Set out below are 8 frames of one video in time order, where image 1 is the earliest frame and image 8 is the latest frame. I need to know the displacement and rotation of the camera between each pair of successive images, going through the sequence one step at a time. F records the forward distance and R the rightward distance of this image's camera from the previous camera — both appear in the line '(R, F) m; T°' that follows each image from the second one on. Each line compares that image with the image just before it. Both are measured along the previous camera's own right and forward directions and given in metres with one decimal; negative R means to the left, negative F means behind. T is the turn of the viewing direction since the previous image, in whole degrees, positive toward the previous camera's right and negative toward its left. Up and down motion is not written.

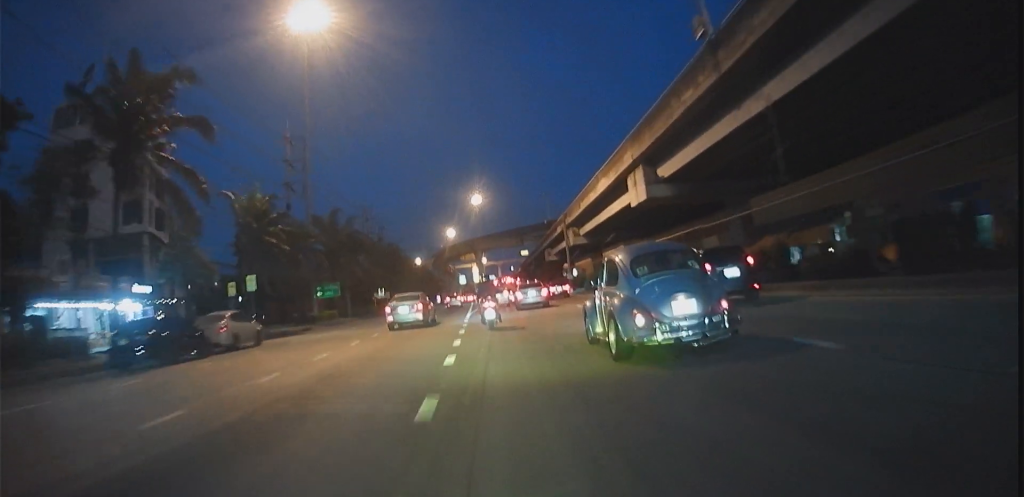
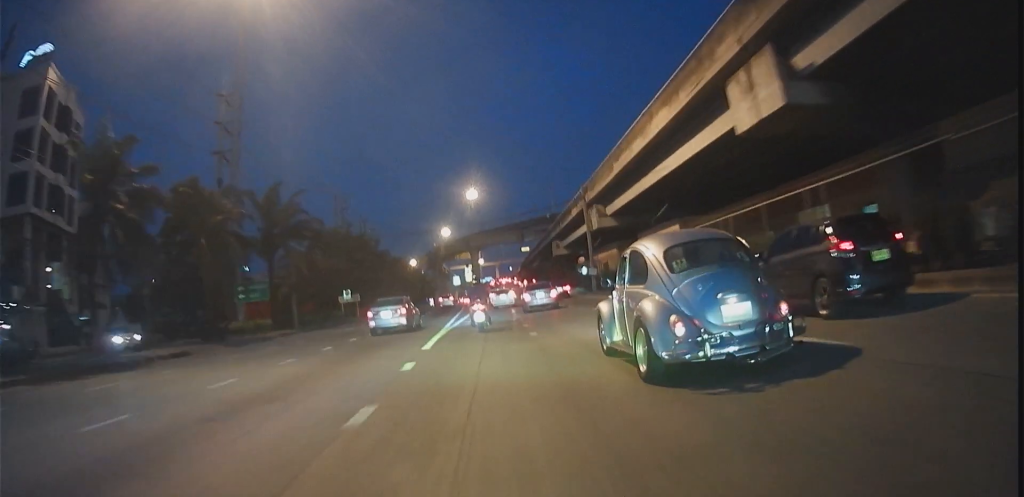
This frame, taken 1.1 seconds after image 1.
(+0.2, +16.9) m; +1°
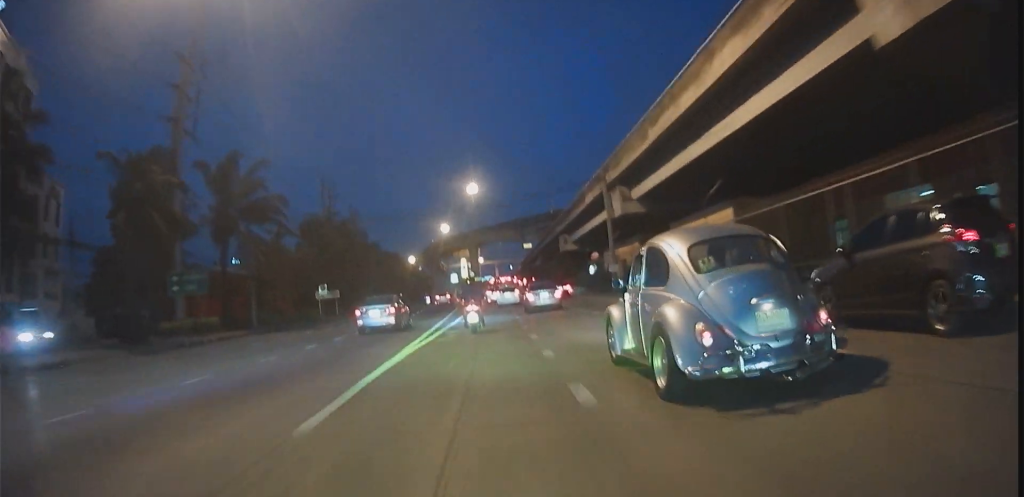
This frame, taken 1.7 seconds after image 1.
(0.0, +8.6) m; 0°
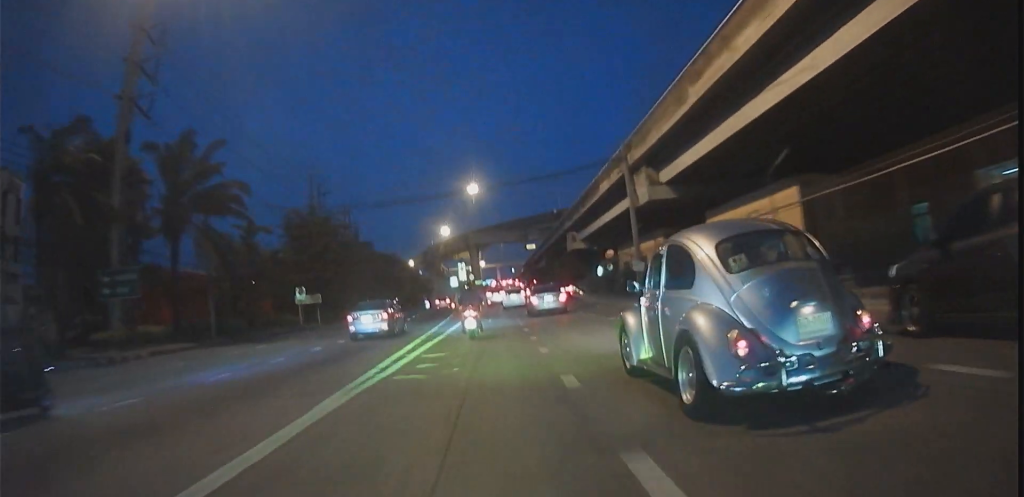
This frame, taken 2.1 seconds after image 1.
(0.0, +6.7) m; 0°
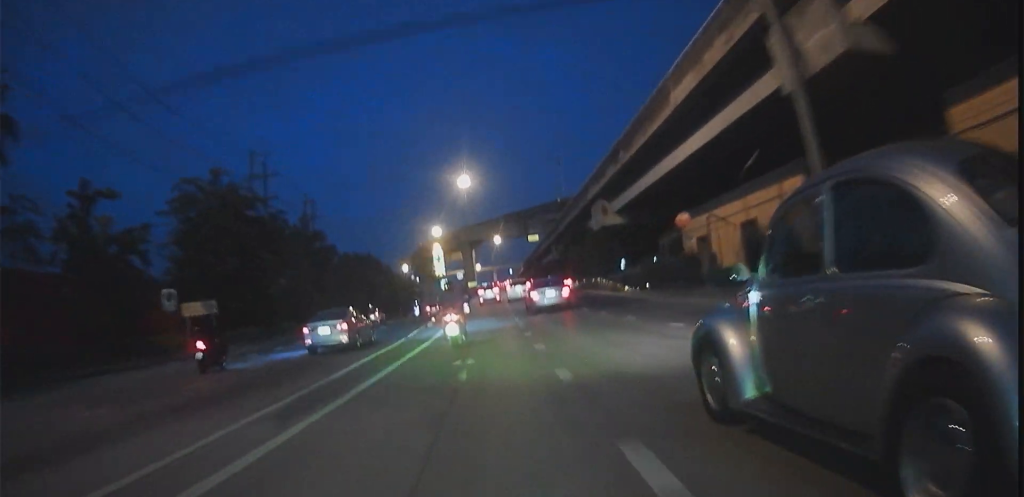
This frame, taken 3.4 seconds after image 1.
(-0.3, +19.5) m; +1°
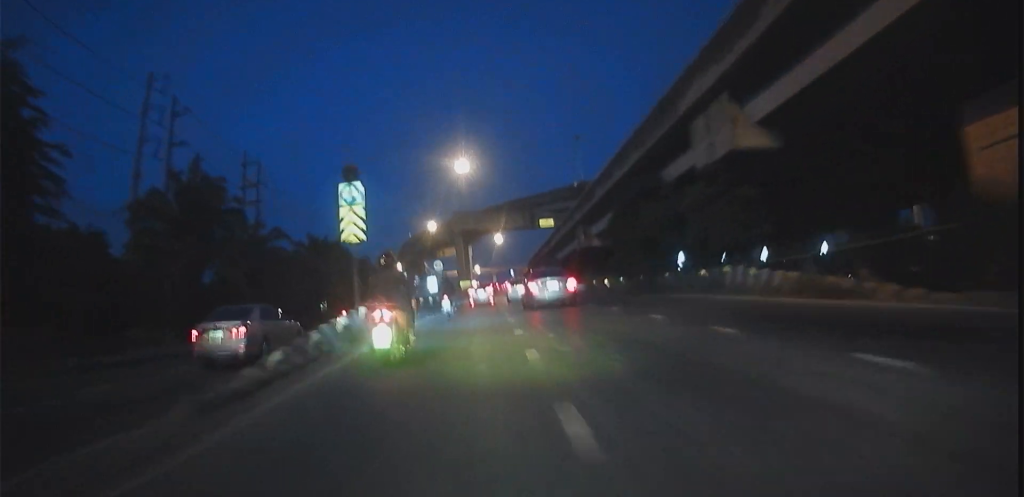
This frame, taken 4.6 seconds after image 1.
(+0.7, +21.4) m; +2°
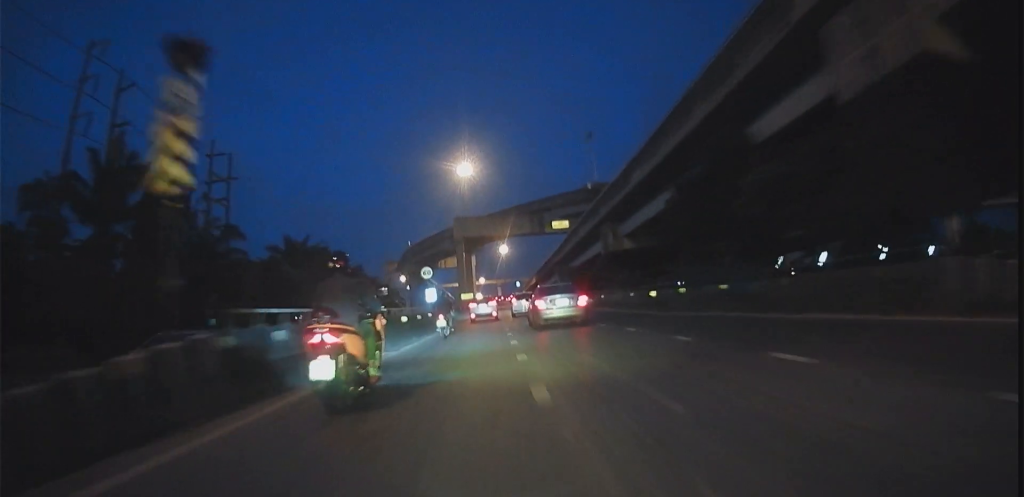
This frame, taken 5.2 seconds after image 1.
(0.0, +9.3) m; 0°
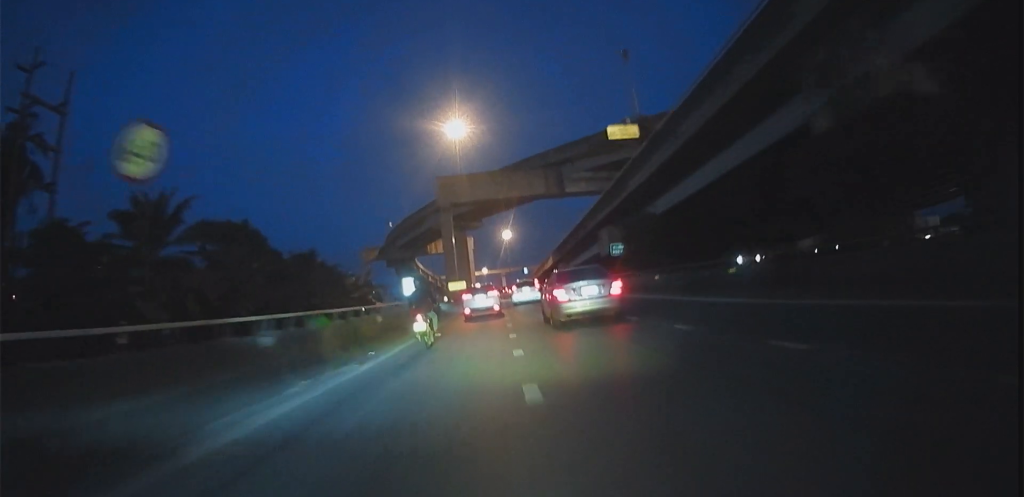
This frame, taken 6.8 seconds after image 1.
(0.0, +28.7) m; -2°
